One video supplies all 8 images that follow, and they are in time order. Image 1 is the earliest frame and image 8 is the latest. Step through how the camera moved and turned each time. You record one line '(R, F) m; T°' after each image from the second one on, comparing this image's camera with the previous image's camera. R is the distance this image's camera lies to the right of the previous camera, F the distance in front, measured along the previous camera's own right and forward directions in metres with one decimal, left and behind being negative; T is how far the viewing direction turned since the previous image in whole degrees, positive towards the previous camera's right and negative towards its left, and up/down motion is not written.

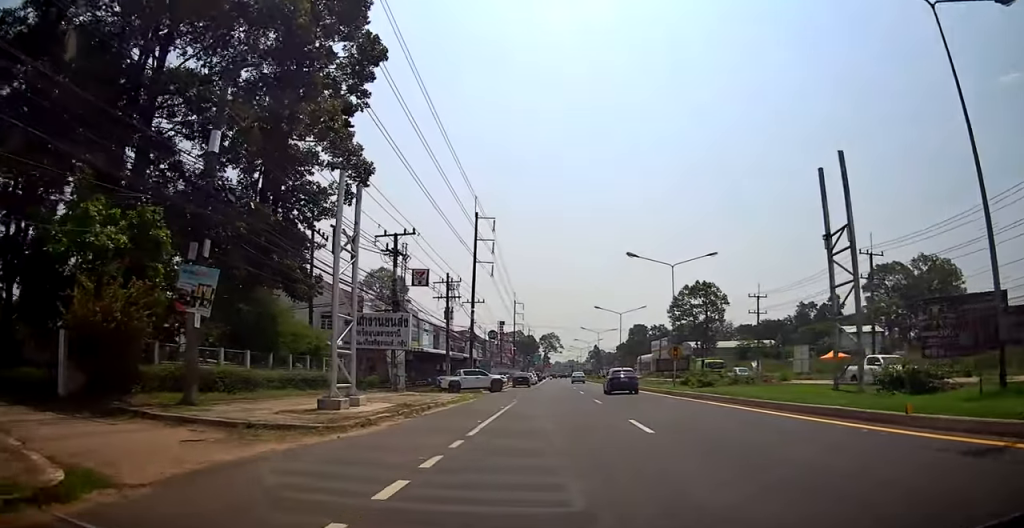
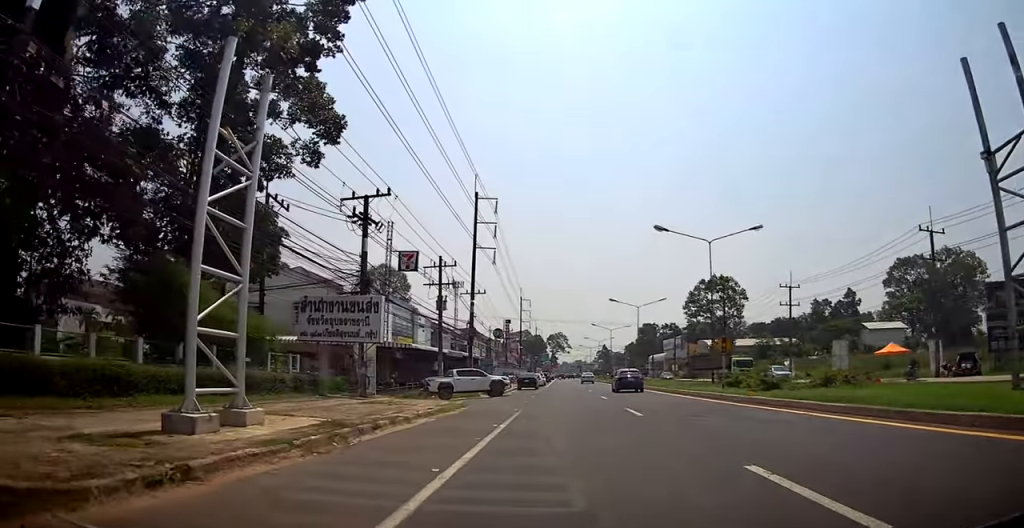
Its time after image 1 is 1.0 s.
(-0.1, +7.8) m; +1°
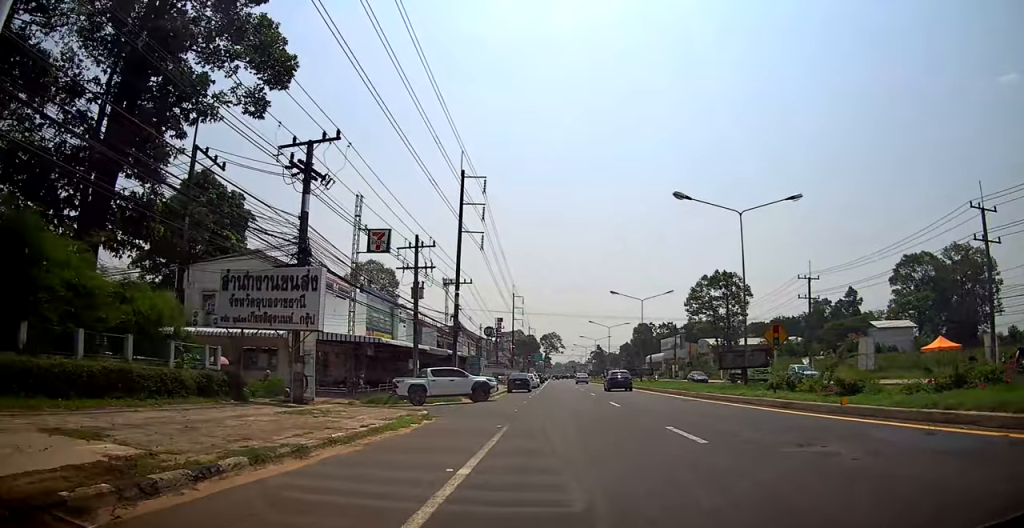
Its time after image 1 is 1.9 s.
(+0.2, +7.1) m; +2°
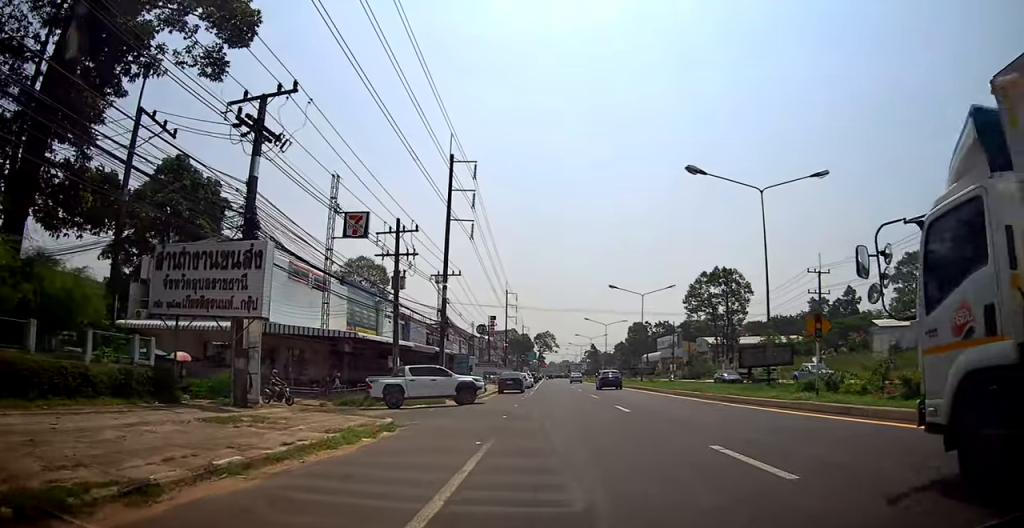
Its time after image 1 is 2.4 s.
(0.0, +4.0) m; 0°
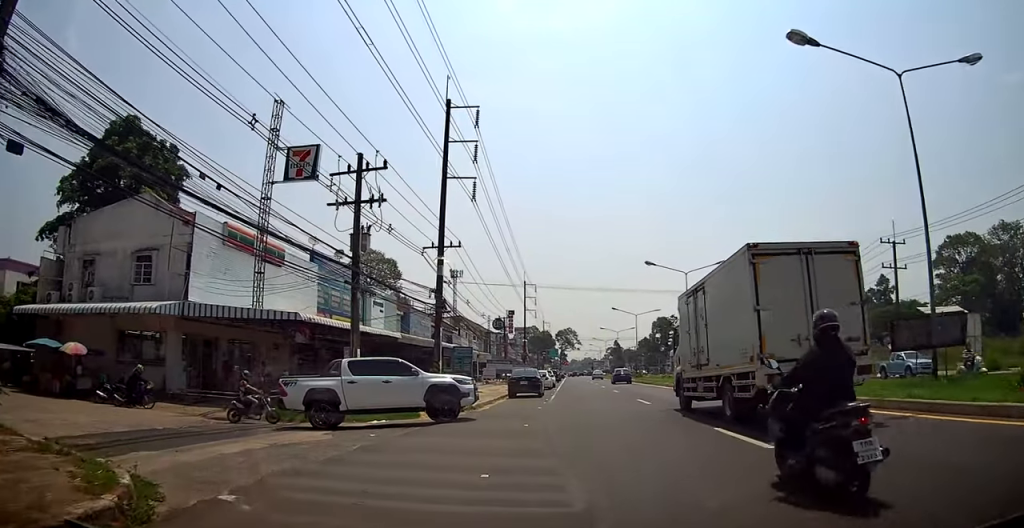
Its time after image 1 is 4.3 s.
(0.0, +11.9) m; 0°
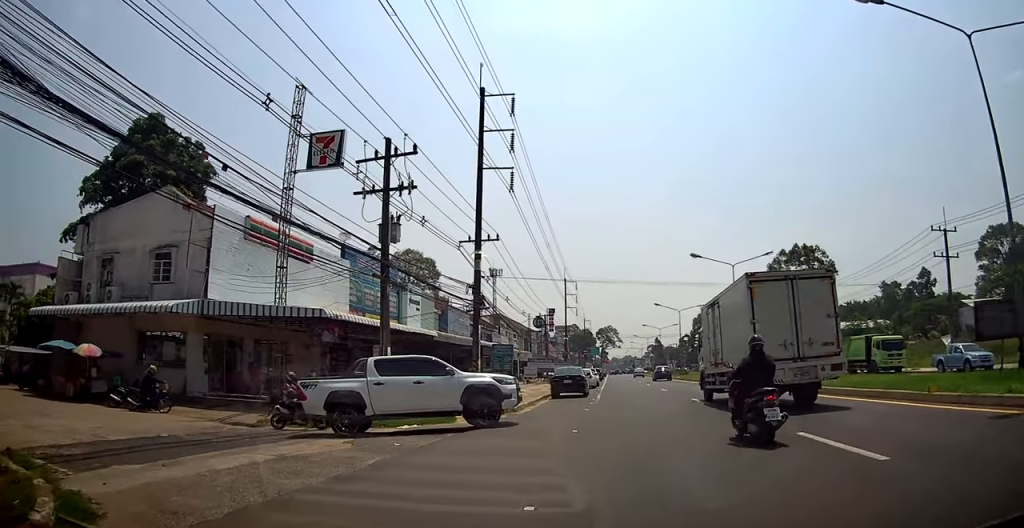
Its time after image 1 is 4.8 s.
(+0.1, +2.3) m; -1°
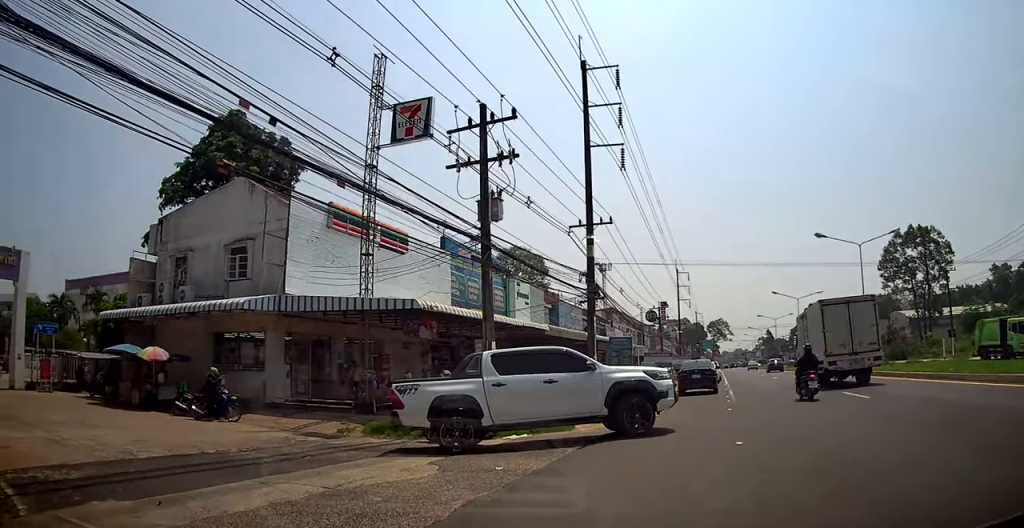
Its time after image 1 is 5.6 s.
(-0.1, +4.4) m; -12°
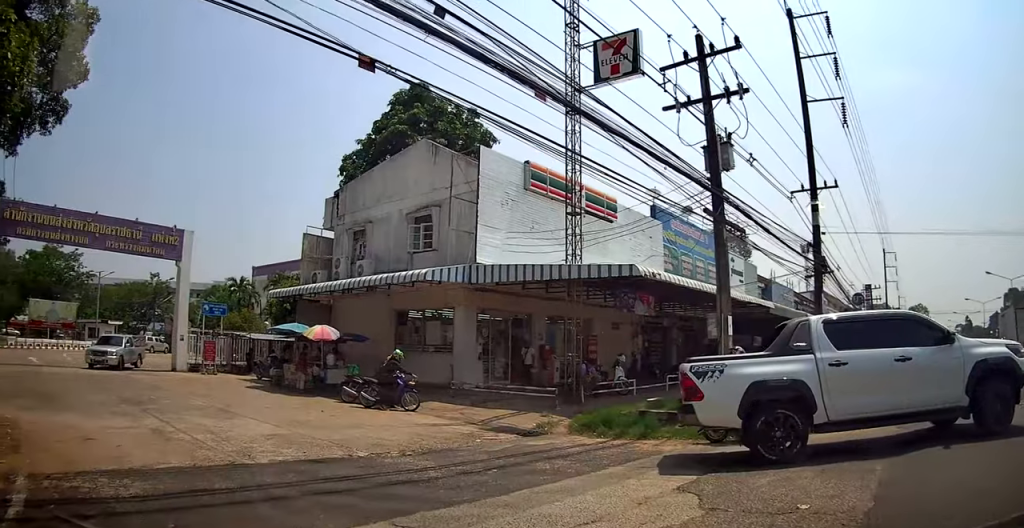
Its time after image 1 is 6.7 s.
(-0.9, +4.0) m; -28°
